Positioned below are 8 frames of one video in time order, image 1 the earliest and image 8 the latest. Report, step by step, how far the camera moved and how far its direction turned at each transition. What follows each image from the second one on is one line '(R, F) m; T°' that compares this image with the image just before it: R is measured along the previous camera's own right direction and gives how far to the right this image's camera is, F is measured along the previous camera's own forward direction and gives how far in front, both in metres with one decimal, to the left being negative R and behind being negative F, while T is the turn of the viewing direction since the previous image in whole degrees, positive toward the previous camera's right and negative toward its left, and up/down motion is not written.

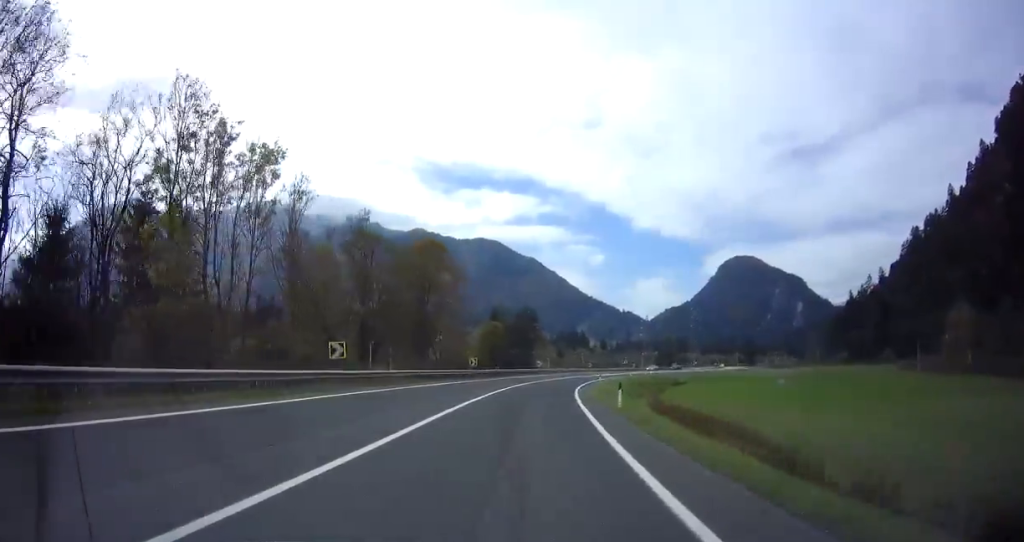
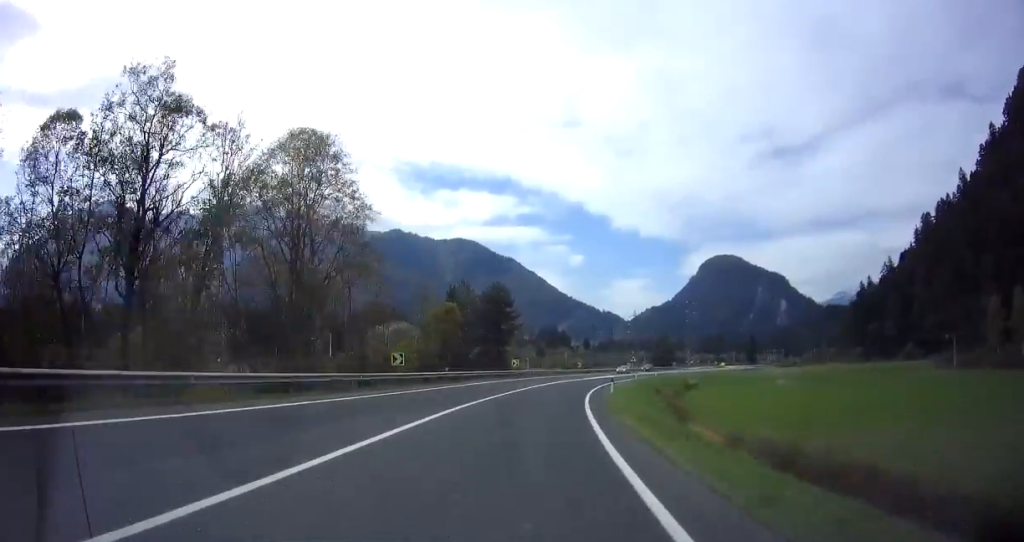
(-0.1, +21.4) m; +2°
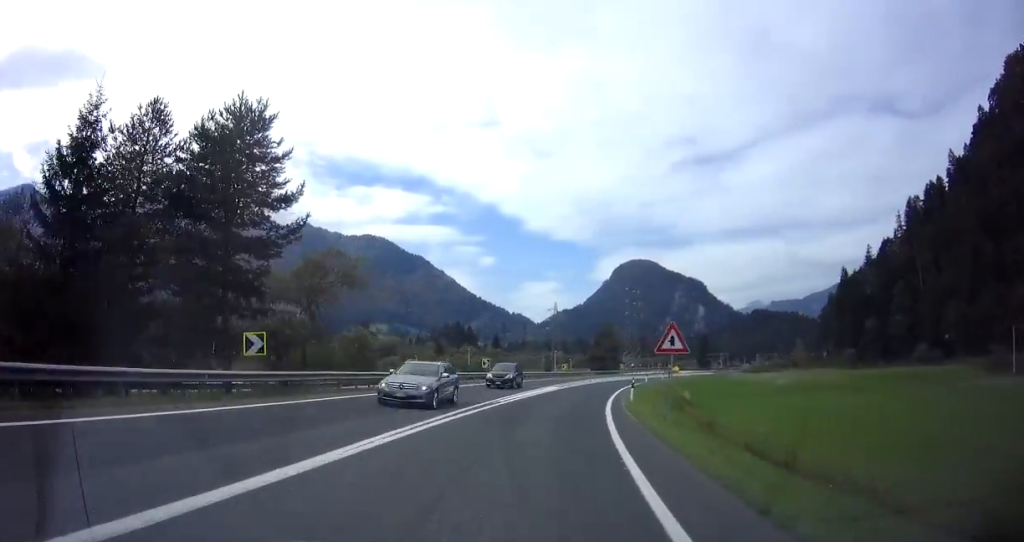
(+3.1, +42.9) m; +9°
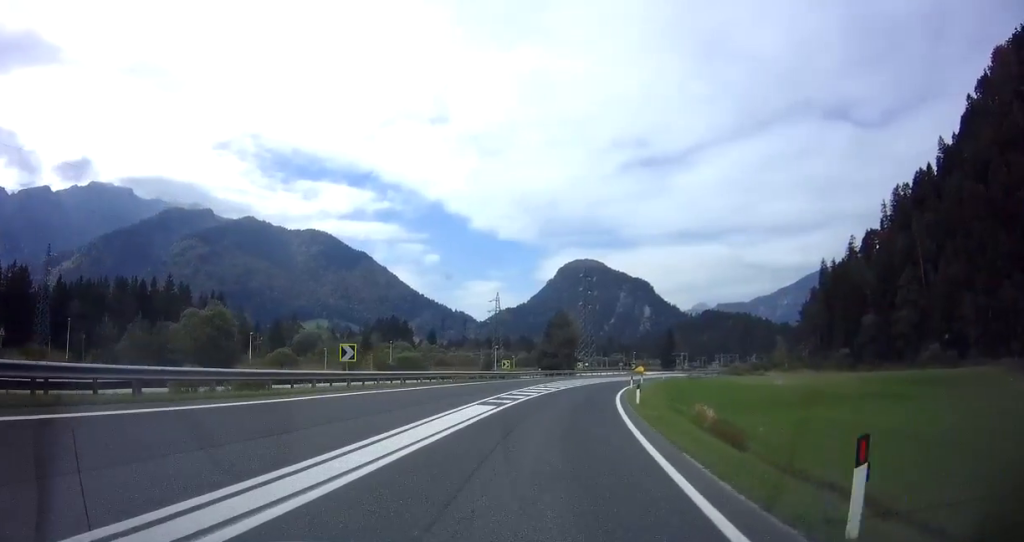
(+1.5, +22.2) m; +7°
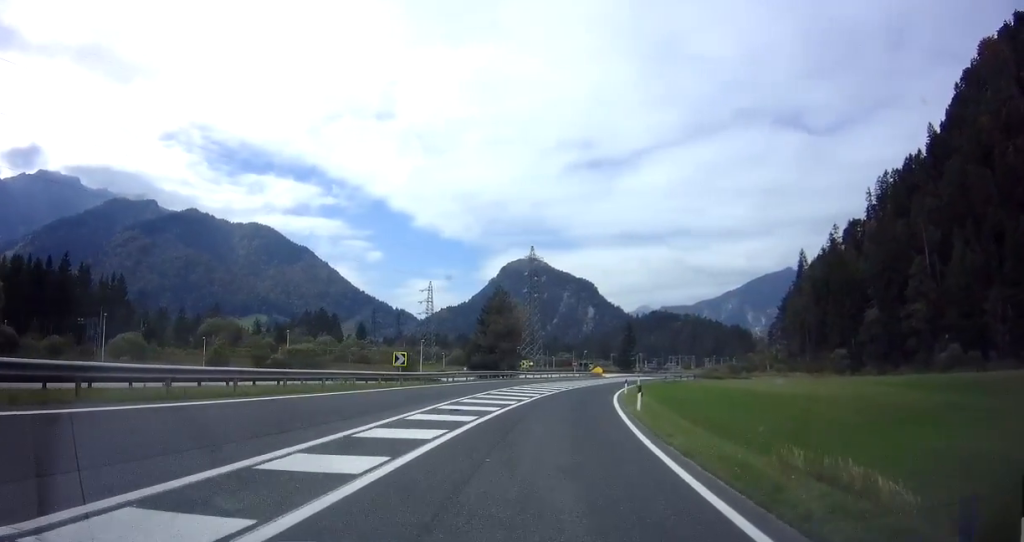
(+1.0, +22.1) m; +5°
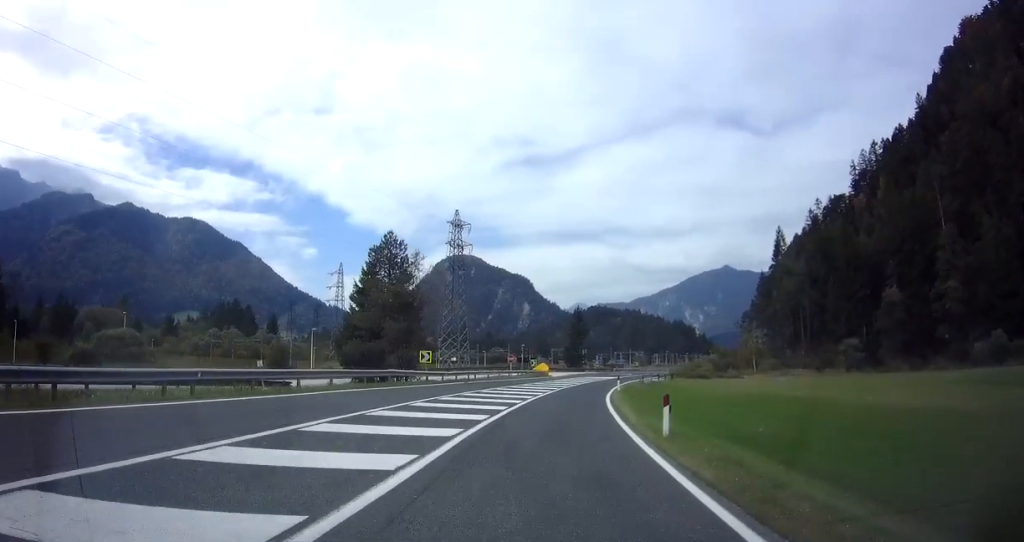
(+1.1, +24.1) m; +7°
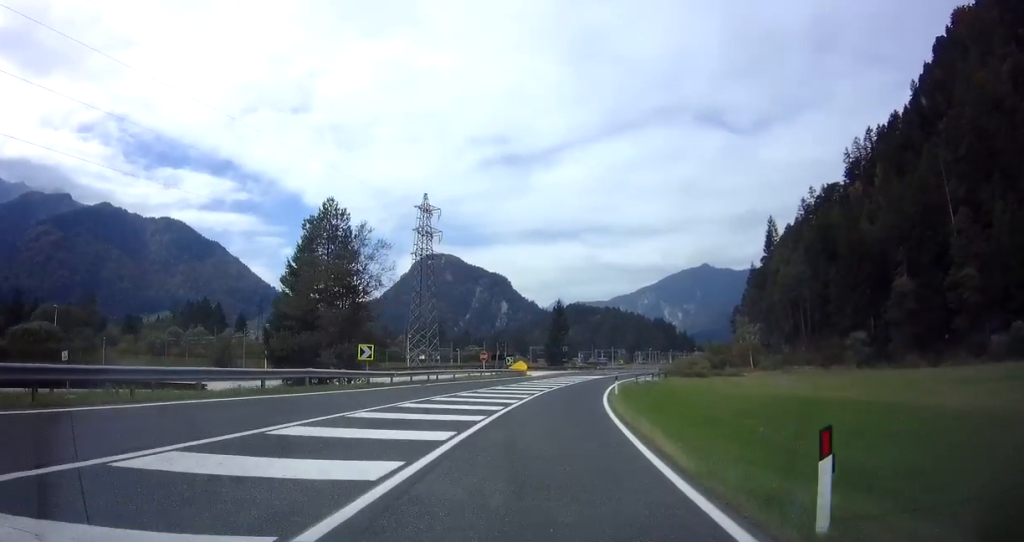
(+0.3, +7.8) m; +3°
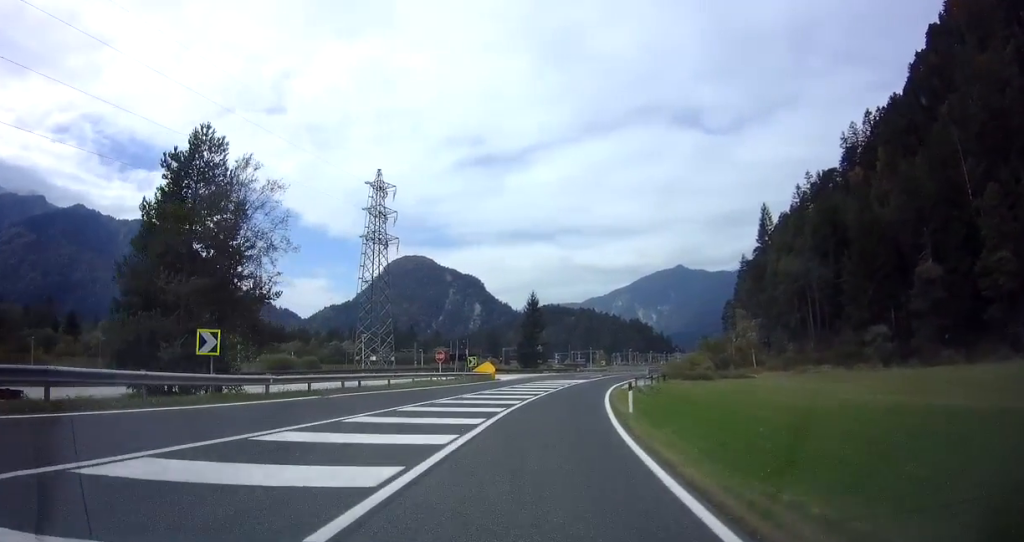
(+0.4, +11.1) m; +4°
